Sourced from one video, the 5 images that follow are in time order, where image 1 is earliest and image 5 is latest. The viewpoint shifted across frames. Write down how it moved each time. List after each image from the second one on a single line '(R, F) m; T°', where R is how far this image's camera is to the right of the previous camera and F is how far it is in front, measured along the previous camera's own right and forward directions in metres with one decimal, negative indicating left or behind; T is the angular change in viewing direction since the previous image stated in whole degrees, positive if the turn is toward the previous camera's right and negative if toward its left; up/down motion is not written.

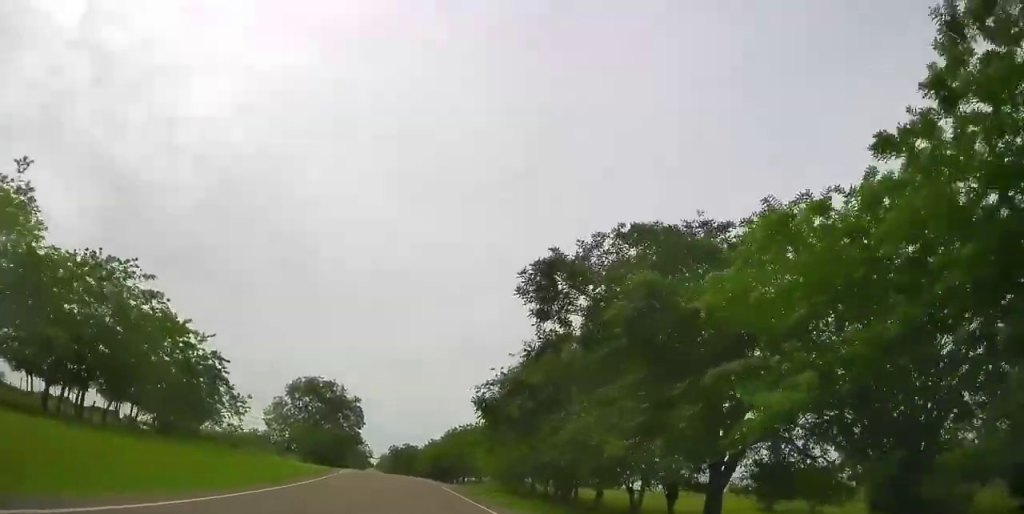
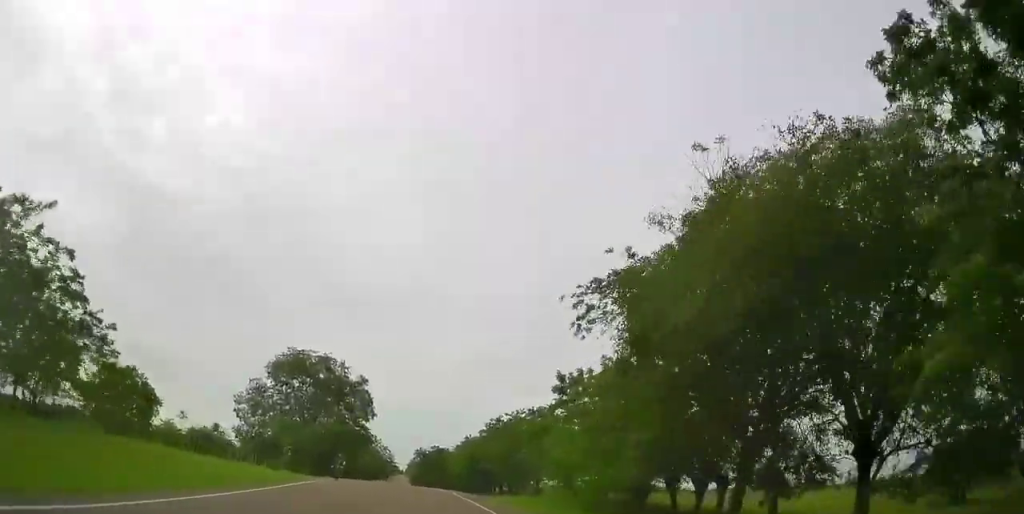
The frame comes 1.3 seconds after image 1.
(-0.8, +25.5) m; -3°
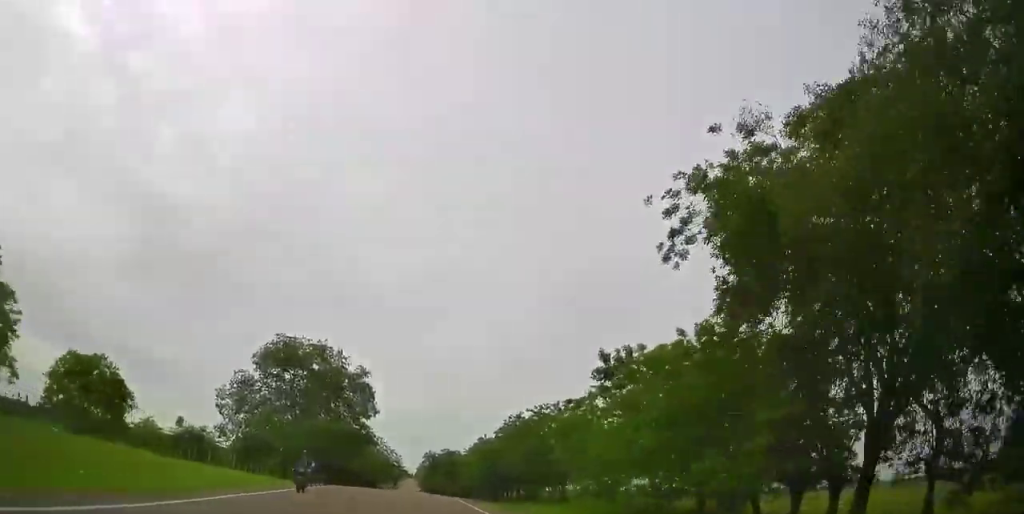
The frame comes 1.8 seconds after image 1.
(0.0, +8.6) m; -1°
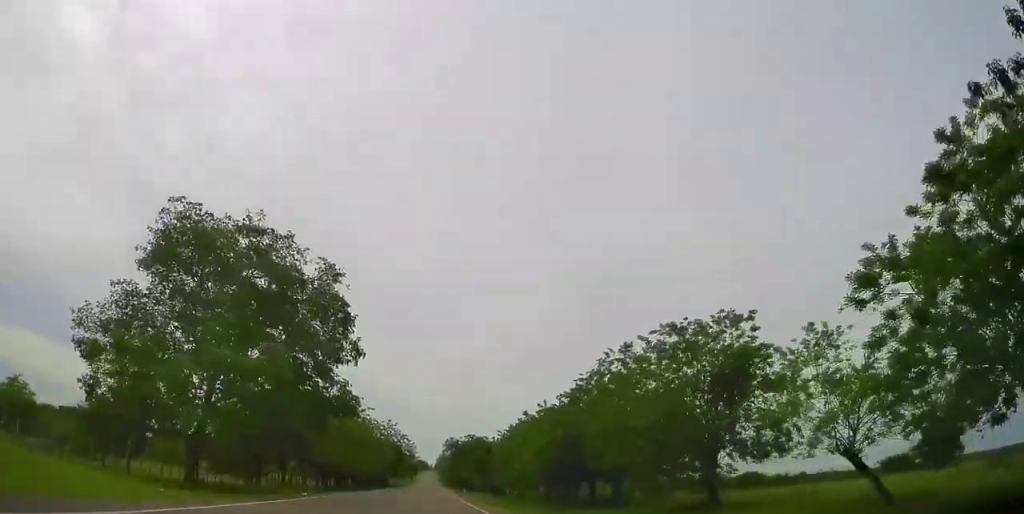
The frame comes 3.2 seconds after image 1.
(-0.5, +28.0) m; -1°
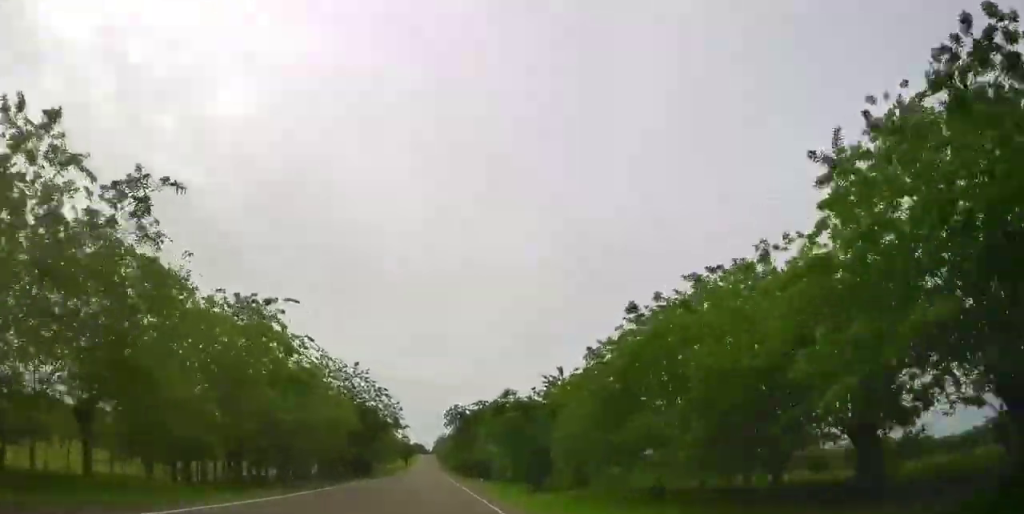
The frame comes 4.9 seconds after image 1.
(-0.5, +34.9) m; -1°
